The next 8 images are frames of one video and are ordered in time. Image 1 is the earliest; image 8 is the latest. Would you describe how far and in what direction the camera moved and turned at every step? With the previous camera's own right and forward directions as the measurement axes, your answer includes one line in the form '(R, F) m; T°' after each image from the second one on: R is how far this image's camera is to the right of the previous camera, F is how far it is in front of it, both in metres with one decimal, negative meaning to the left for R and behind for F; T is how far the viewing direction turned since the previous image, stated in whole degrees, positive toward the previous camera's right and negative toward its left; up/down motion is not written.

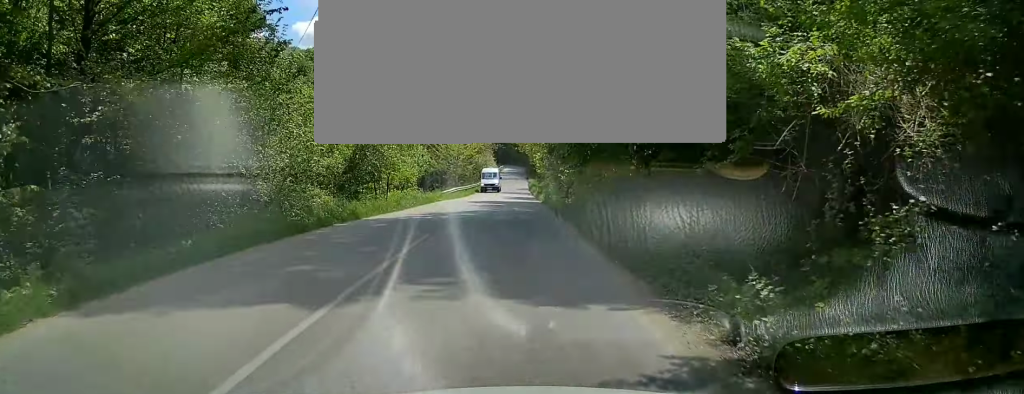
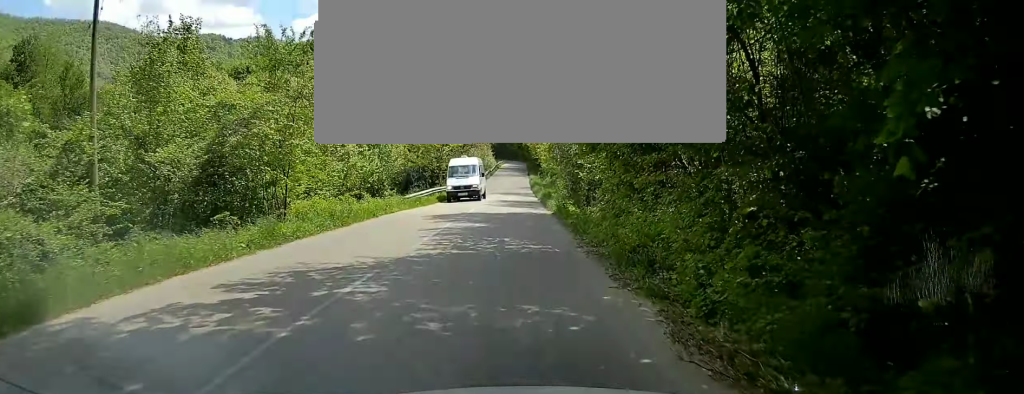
(+0.2, +11.9) m; +2°
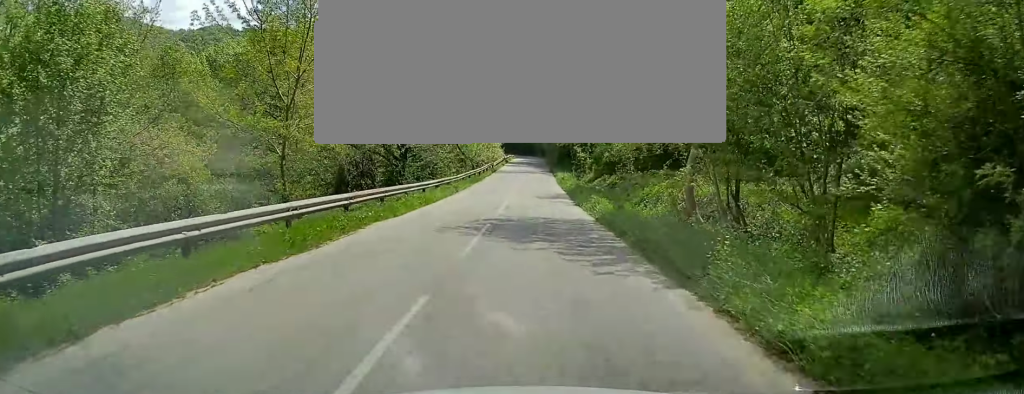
(-1.0, +33.9) m; -2°
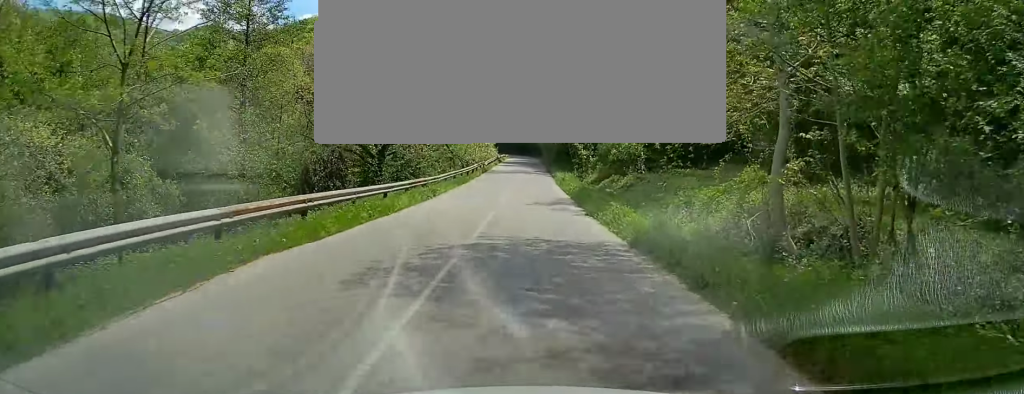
(+0.3, +6.0) m; +1°
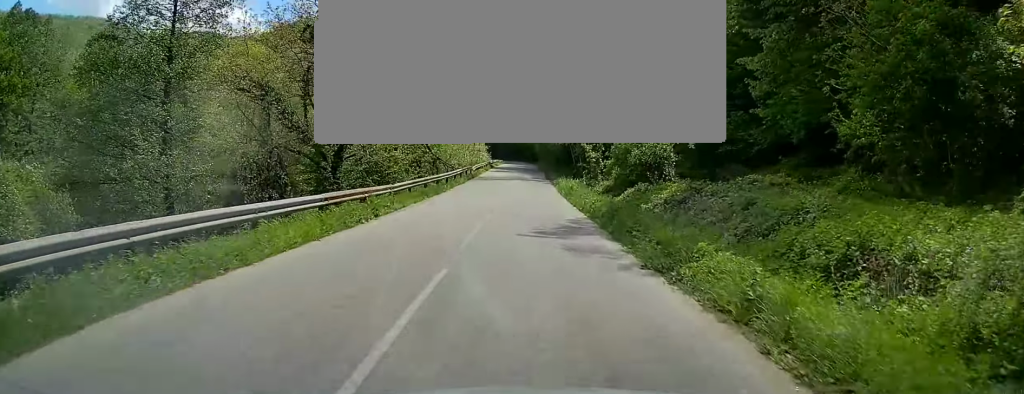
(+0.3, +8.8) m; +1°
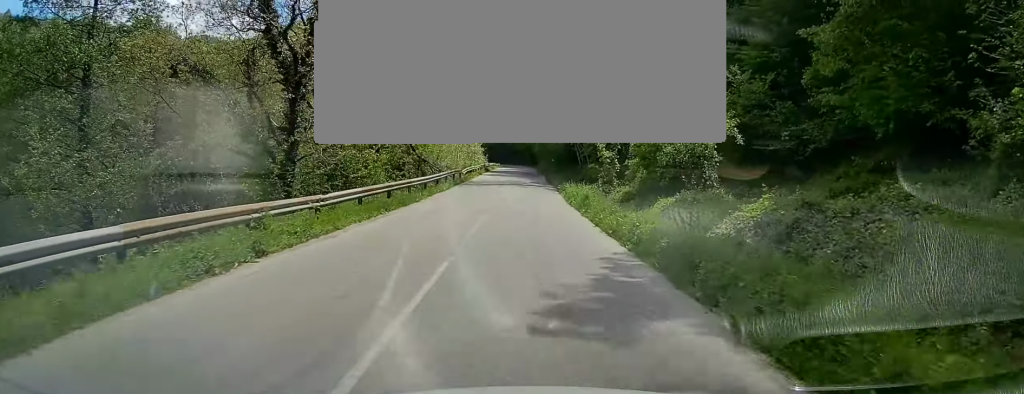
(-0.1, +7.4) m; 0°
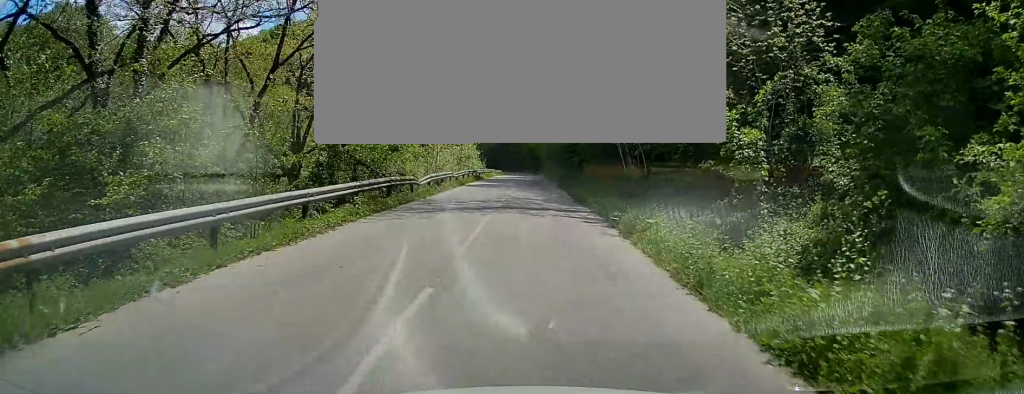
(+0.2, +20.4) m; +1°
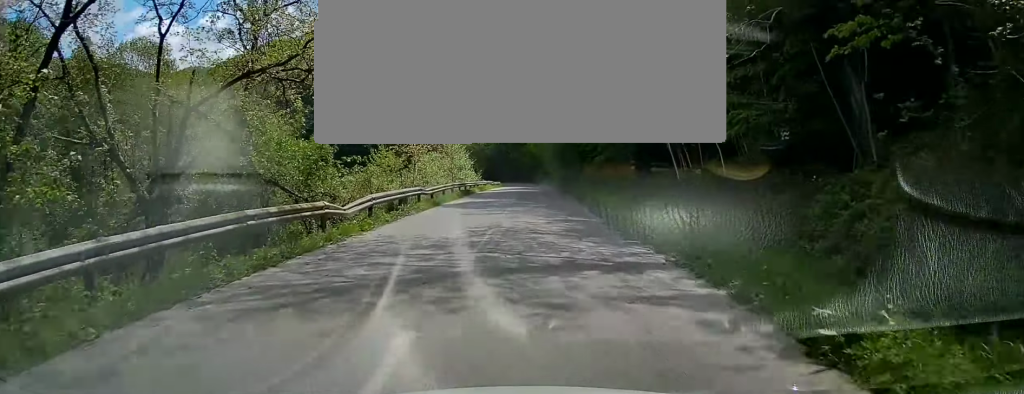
(0.0, +10.8) m; 0°
